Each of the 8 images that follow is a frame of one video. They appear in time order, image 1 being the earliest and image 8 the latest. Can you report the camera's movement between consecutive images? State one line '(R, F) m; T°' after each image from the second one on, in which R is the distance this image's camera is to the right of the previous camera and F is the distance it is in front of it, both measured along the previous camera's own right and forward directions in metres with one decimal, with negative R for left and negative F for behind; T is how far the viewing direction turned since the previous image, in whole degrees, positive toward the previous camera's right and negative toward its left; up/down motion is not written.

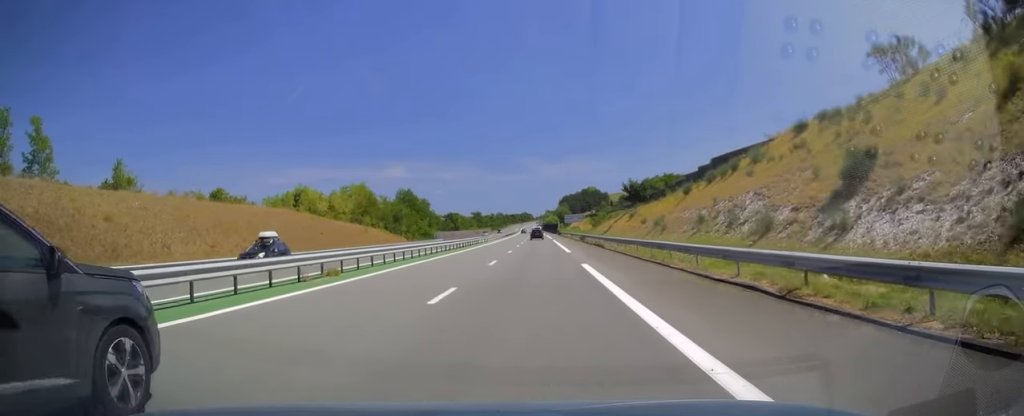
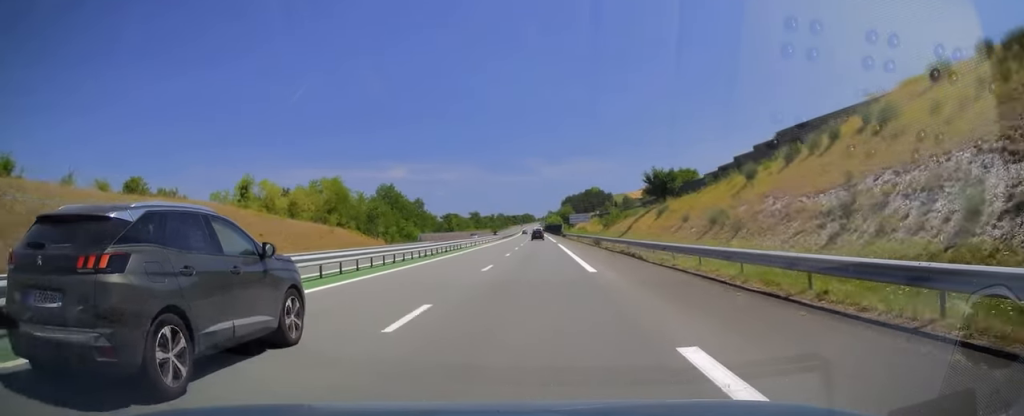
(0.0, +16.3) m; 0°
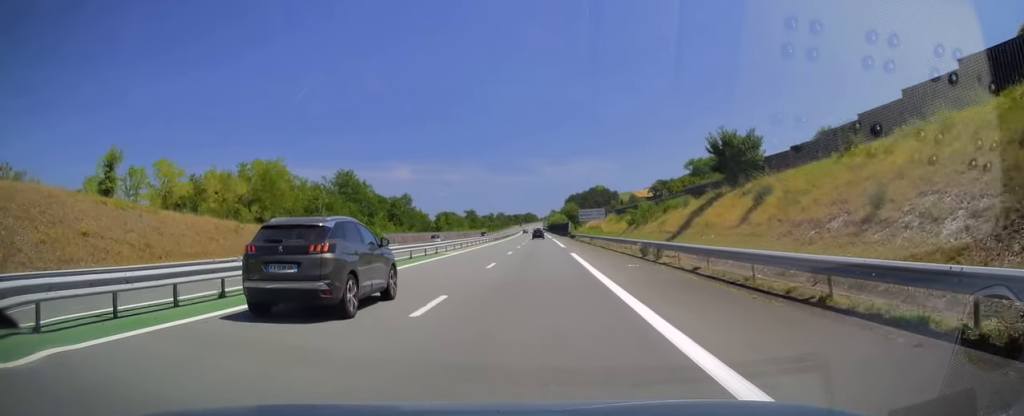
(+0.2, +24.6) m; 0°
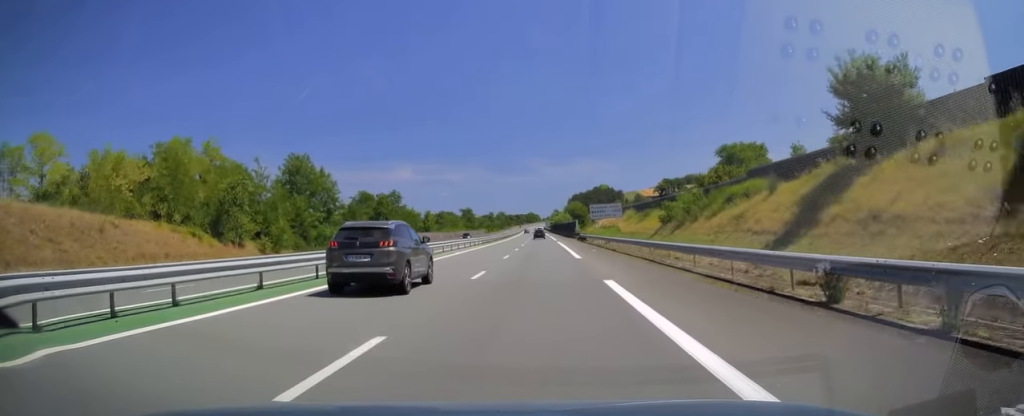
(-0.2, +18.2) m; 0°
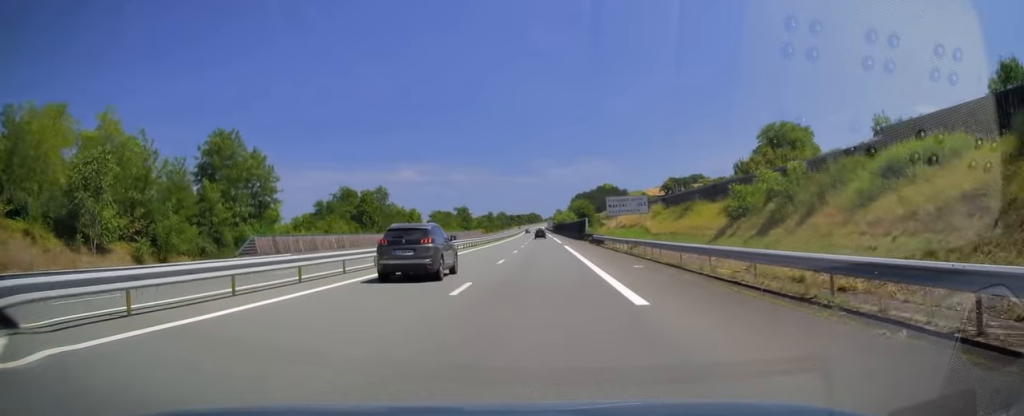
(-0.1, +17.7) m; 0°
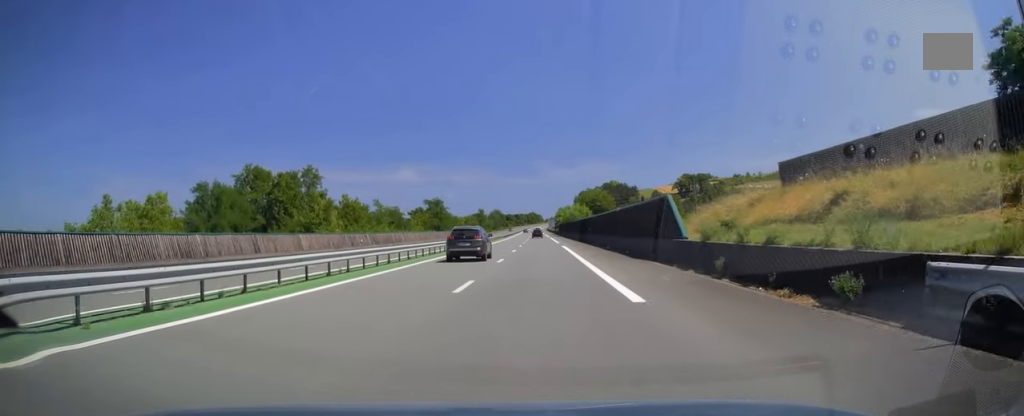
(0.0, +51.5) m; 0°
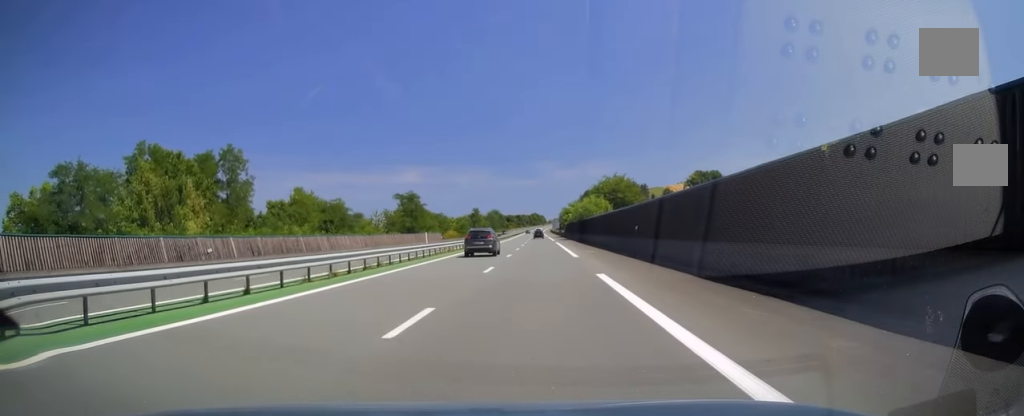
(+0.2, +31.8) m; 0°
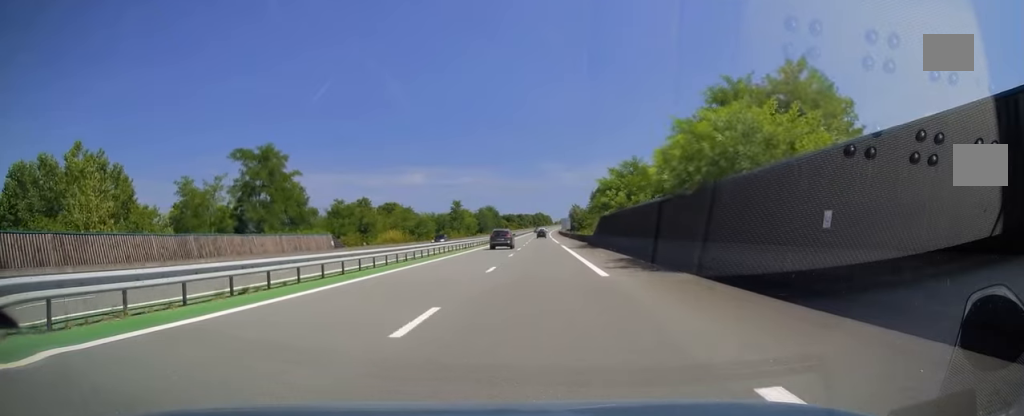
(-0.8, +65.1) m; -1°
